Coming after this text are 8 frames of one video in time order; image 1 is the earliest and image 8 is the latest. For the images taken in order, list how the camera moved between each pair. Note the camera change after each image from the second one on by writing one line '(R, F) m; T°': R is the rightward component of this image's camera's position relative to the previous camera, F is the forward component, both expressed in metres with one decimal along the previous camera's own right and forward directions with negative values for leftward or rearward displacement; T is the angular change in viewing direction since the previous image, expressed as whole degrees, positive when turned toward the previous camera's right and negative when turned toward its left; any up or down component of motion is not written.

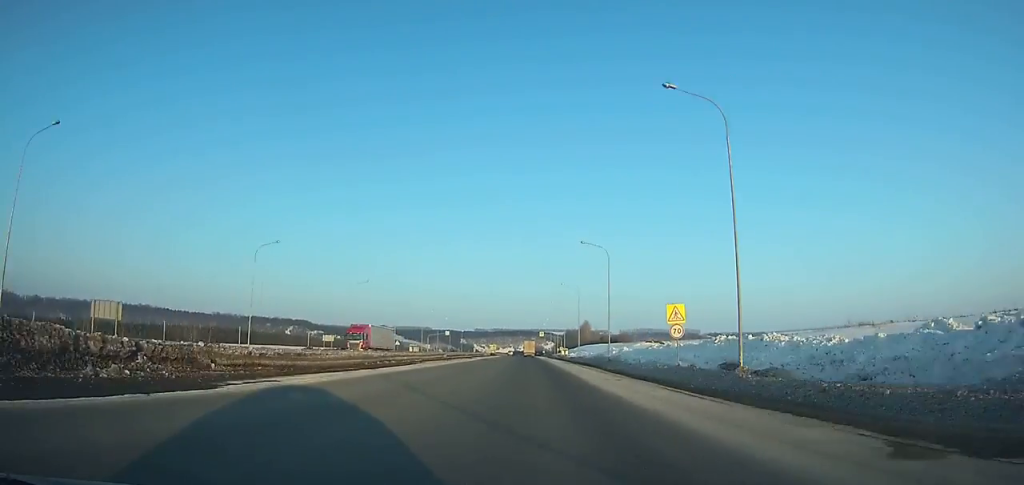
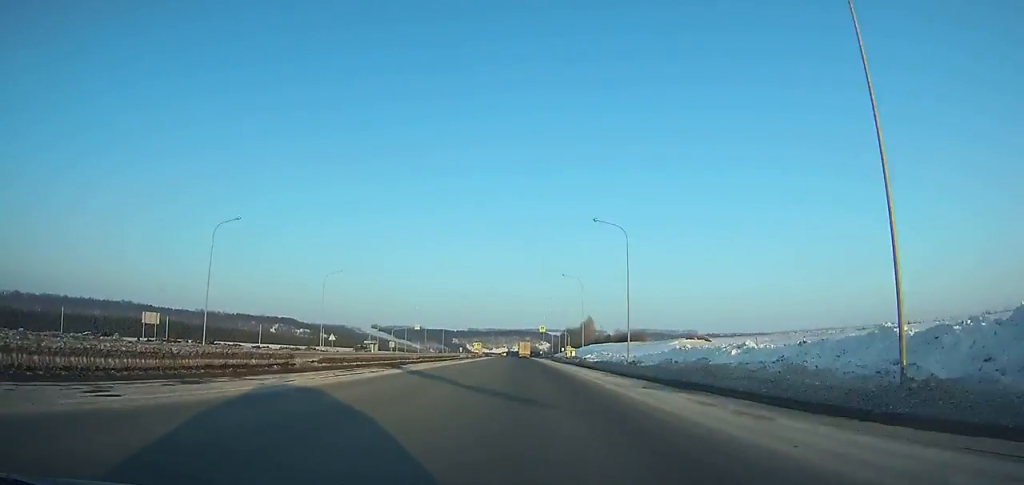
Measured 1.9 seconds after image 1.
(-0.1, +46.1) m; 0°
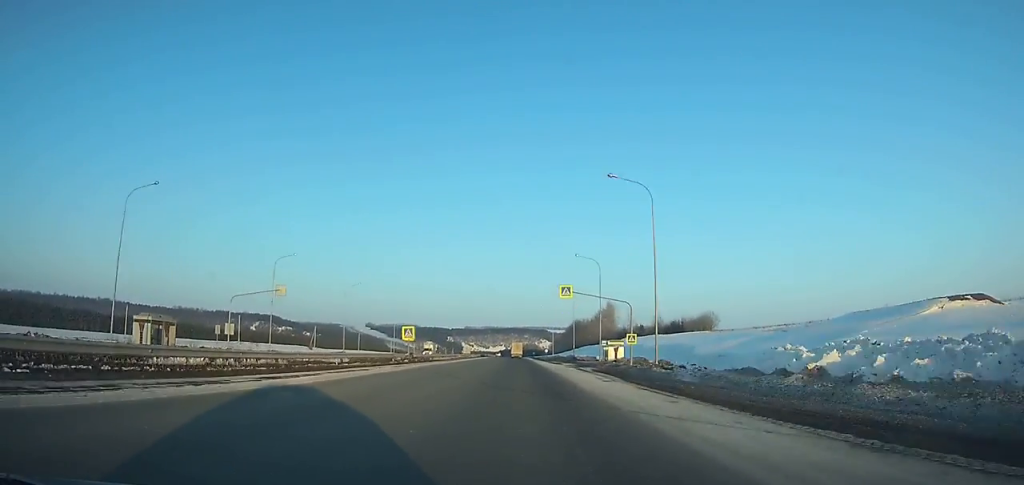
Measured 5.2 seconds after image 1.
(+0.5, +81.8) m; 0°
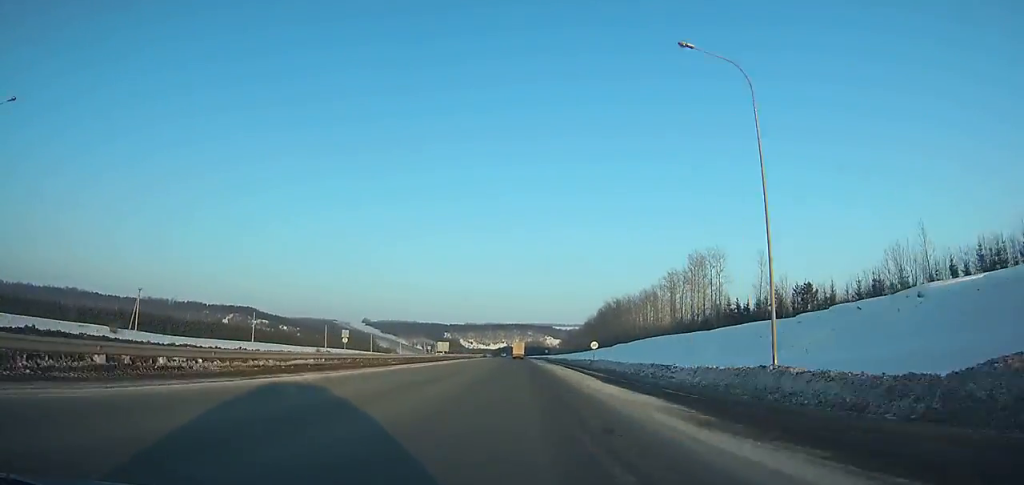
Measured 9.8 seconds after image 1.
(-0.5, +118.2) m; 0°
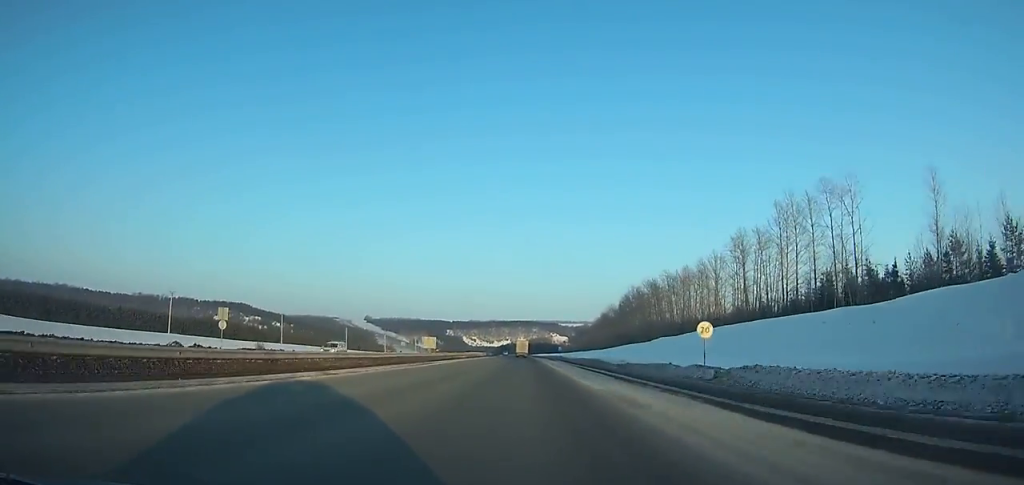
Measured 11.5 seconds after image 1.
(0.0, +44.7) m; 0°
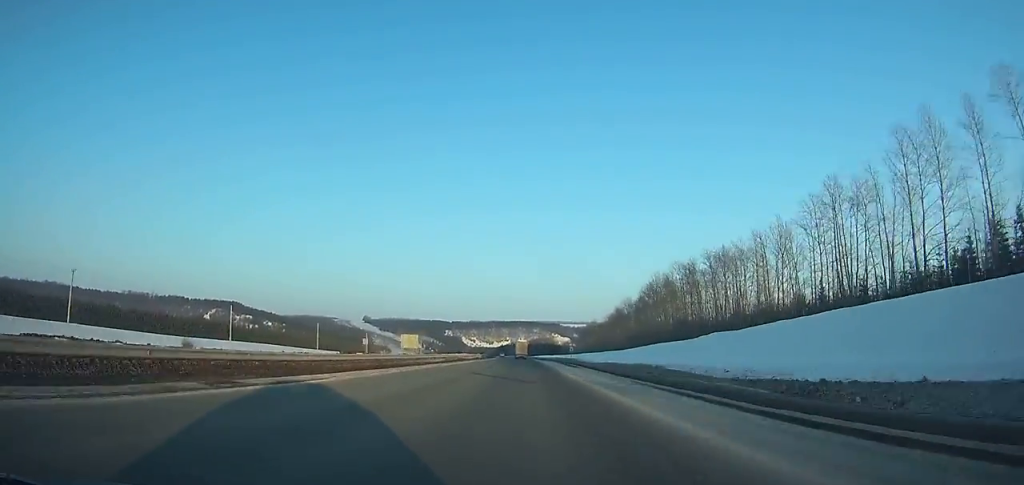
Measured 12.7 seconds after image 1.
(0.0, +31.9) m; 0°
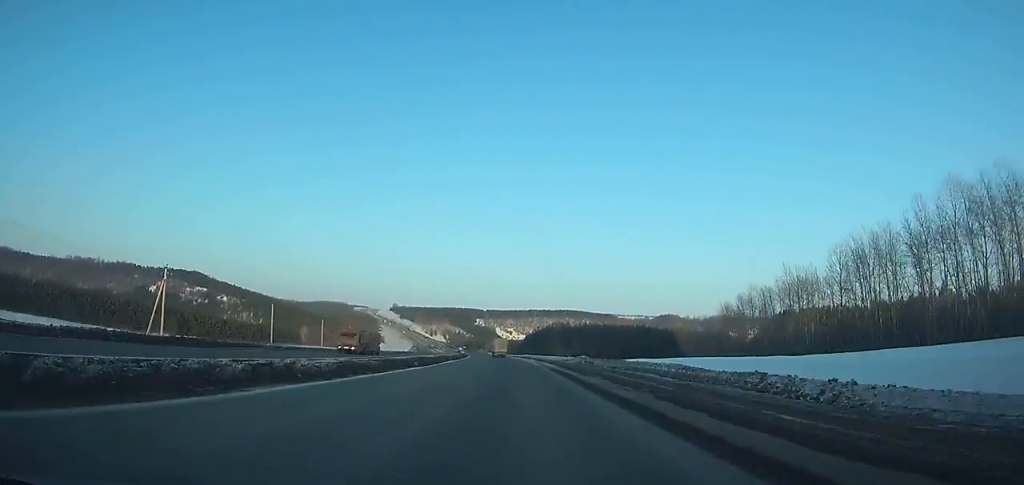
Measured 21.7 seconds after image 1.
(-9.9, +241.7) m; -6°
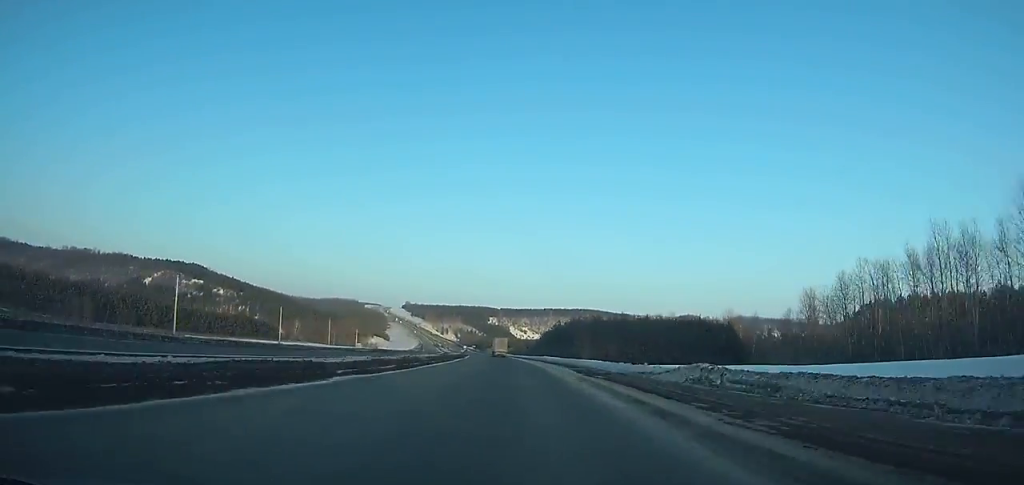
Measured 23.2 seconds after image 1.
(-0.3, +40.6) m; -2°
